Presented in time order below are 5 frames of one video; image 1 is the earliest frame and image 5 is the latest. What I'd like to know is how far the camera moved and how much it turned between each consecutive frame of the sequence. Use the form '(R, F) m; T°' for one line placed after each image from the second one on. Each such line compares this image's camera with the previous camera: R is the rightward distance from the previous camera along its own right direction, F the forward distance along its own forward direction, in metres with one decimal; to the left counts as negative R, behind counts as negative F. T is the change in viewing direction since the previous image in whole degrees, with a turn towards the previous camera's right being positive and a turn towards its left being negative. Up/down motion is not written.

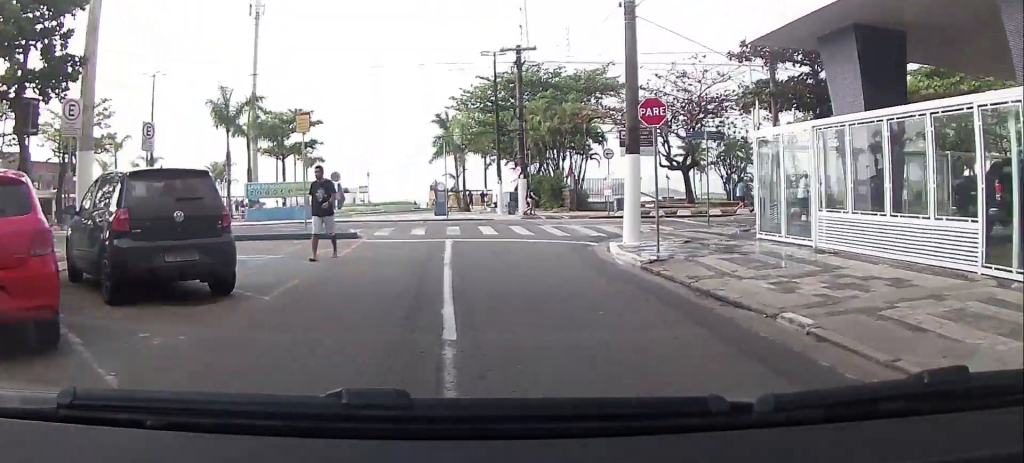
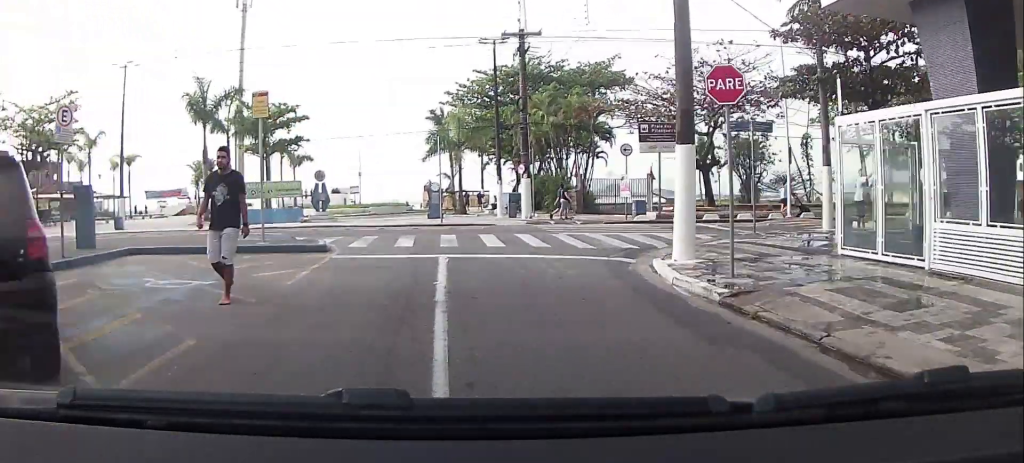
(+0.1, +4.3) m; -5°
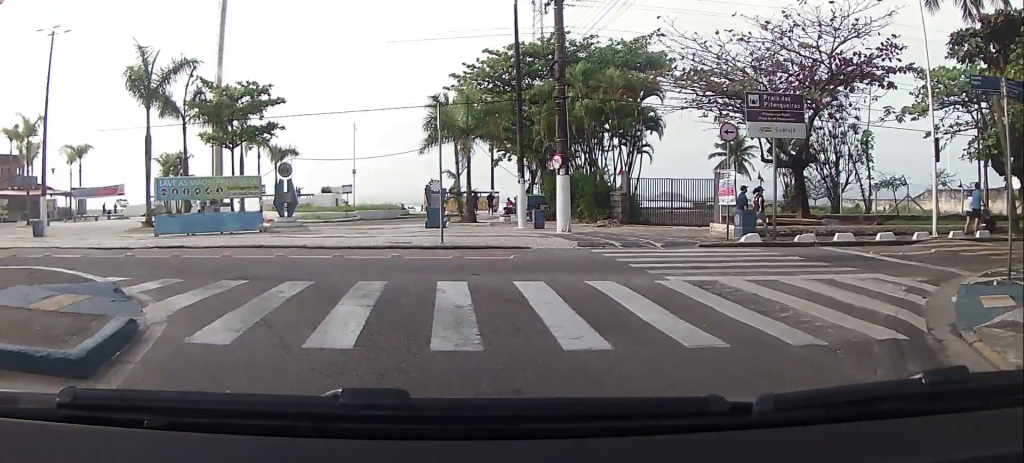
(-0.4, +11.1) m; +5°
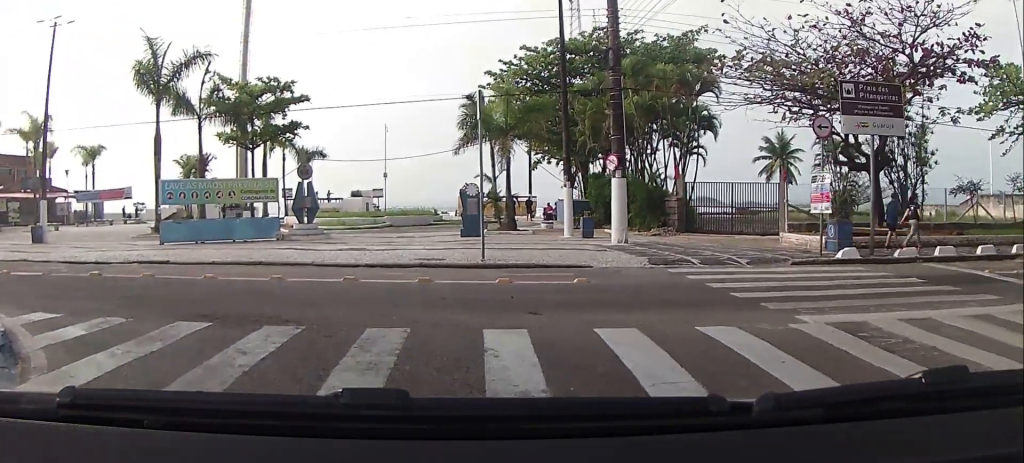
(-0.1, +3.7) m; -13°
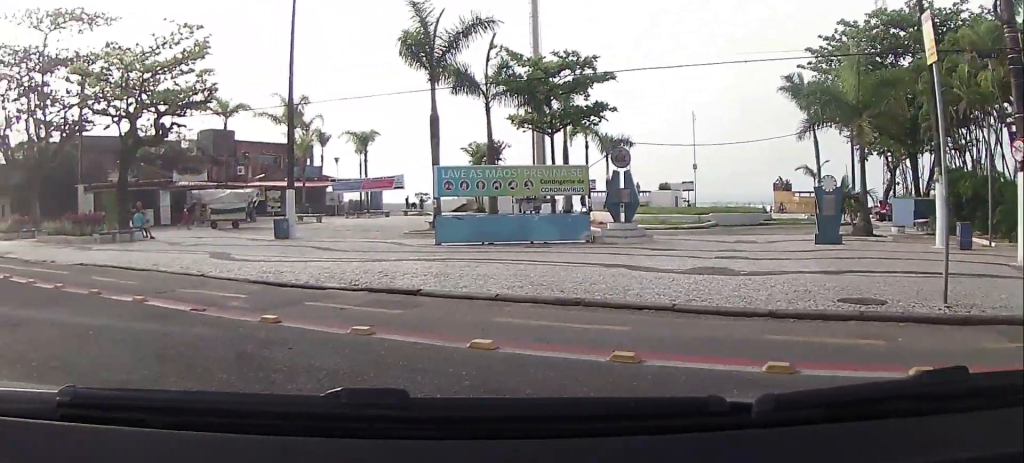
(-0.8, +5.6) m; -10°
